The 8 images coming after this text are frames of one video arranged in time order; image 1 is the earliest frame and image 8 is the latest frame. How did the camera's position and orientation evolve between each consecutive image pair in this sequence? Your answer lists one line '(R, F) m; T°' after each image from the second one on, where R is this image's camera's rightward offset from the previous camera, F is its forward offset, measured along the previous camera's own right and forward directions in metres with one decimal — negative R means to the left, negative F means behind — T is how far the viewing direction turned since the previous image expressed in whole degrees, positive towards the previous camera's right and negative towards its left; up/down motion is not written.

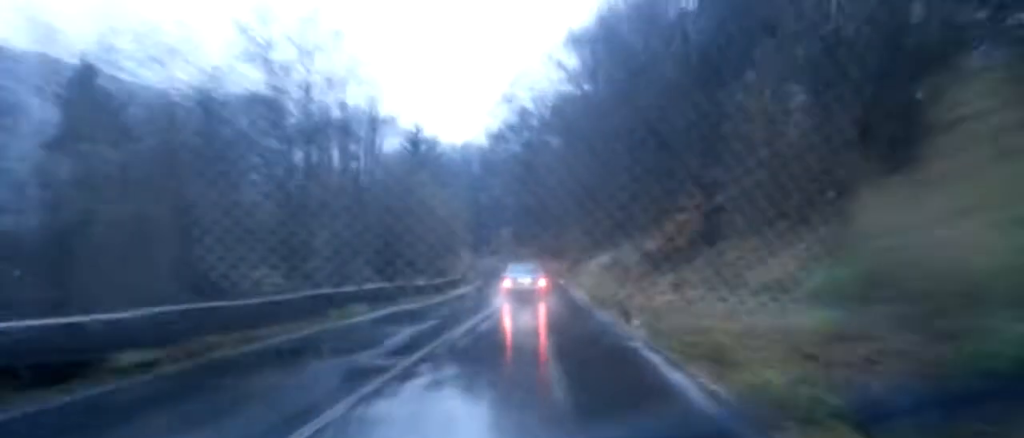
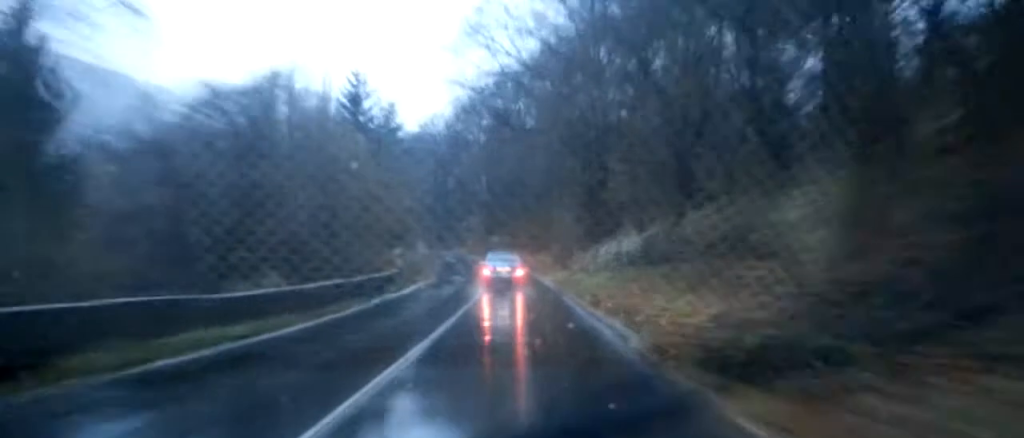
(+0.7, +18.9) m; +1°
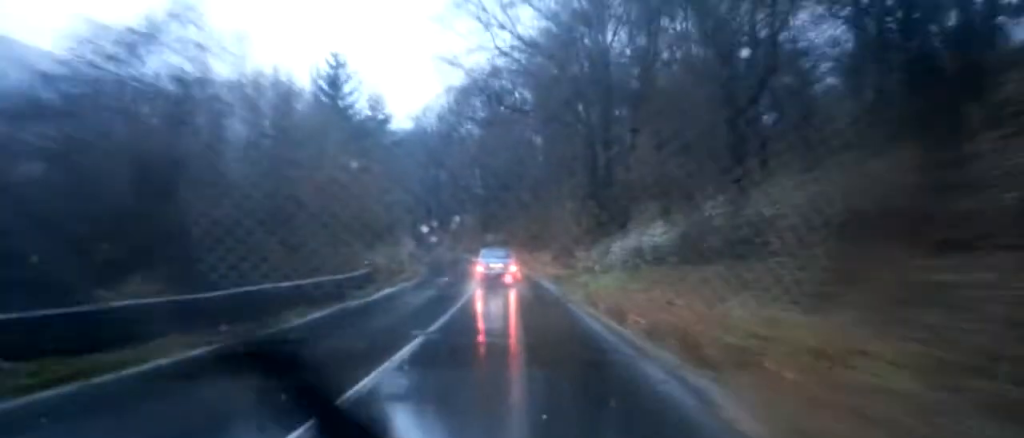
(-0.2, +5.7) m; 0°
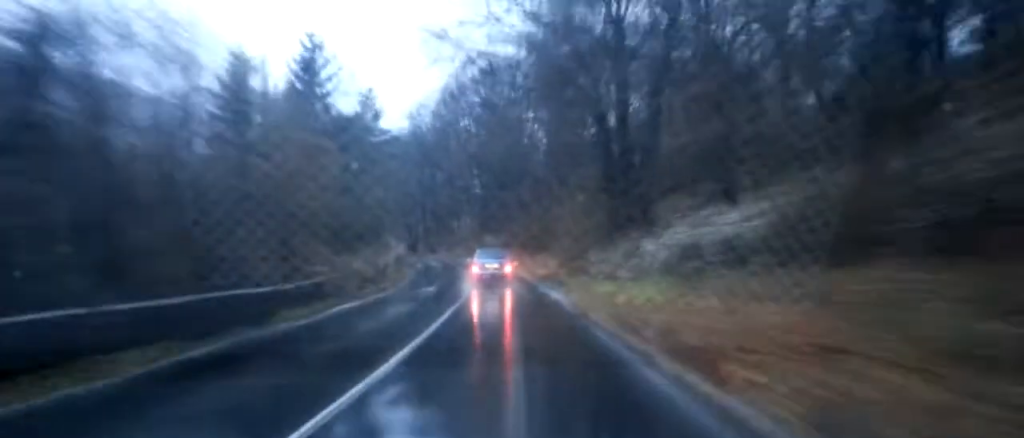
(-0.1, +6.7) m; 0°
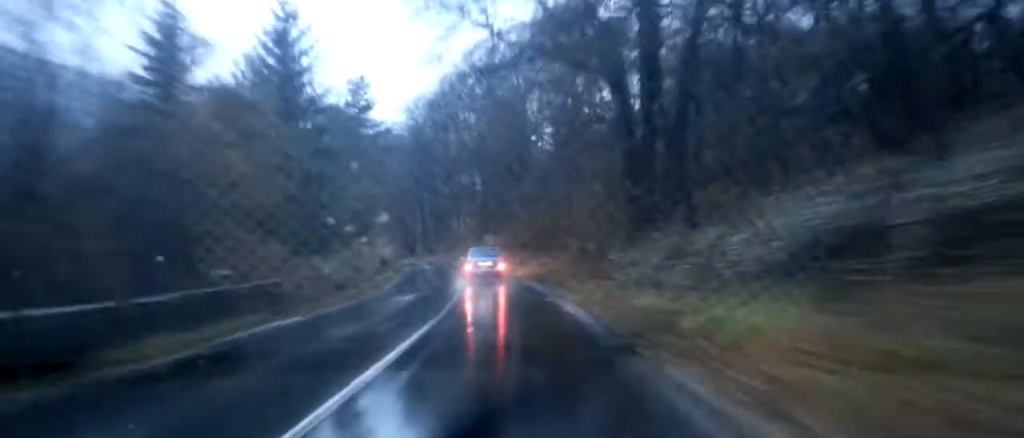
(+0.1, +6.8) m; +1°
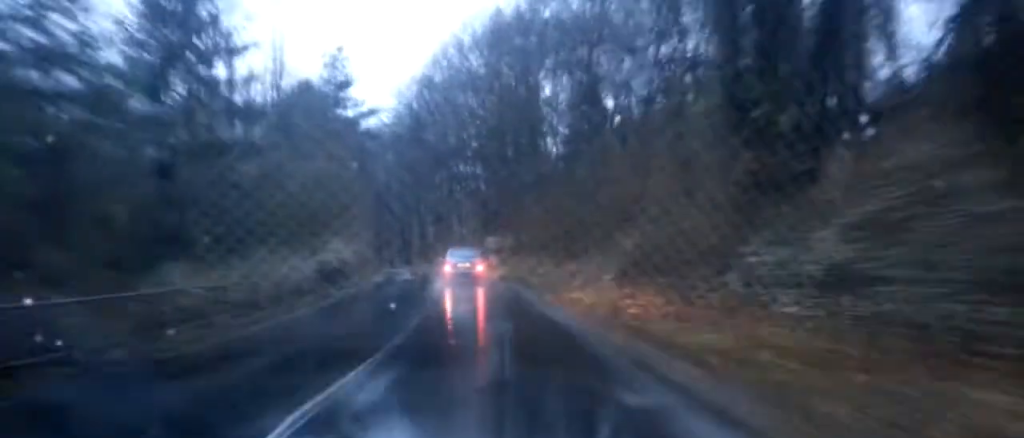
(+0.2, +14.6) m; +1°
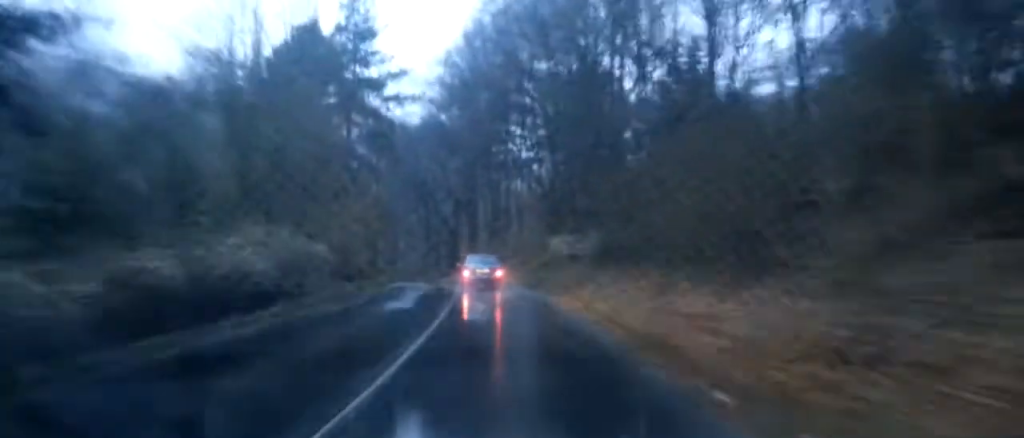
(0.0, +19.5) m; -2°
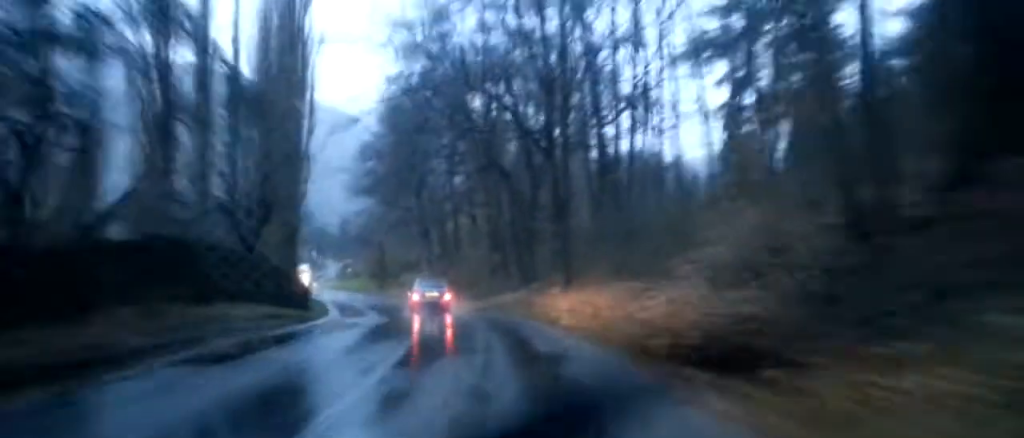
(-3.0, +38.1) m; -10°
